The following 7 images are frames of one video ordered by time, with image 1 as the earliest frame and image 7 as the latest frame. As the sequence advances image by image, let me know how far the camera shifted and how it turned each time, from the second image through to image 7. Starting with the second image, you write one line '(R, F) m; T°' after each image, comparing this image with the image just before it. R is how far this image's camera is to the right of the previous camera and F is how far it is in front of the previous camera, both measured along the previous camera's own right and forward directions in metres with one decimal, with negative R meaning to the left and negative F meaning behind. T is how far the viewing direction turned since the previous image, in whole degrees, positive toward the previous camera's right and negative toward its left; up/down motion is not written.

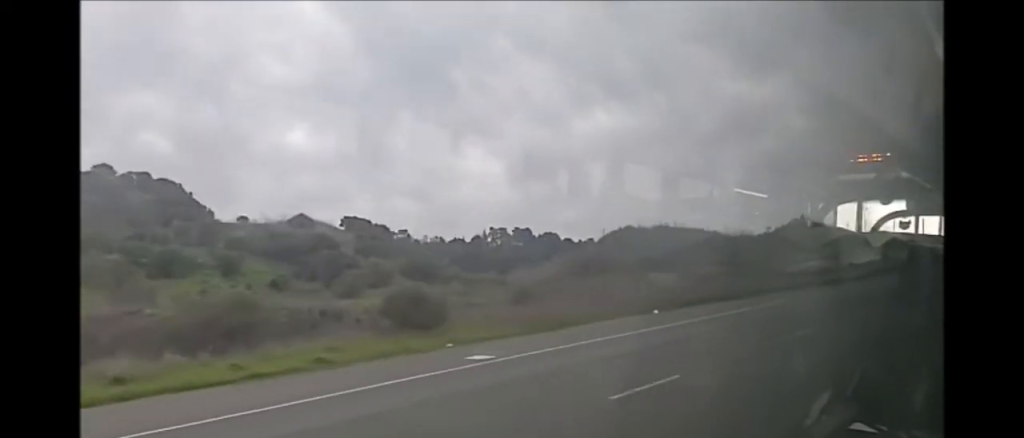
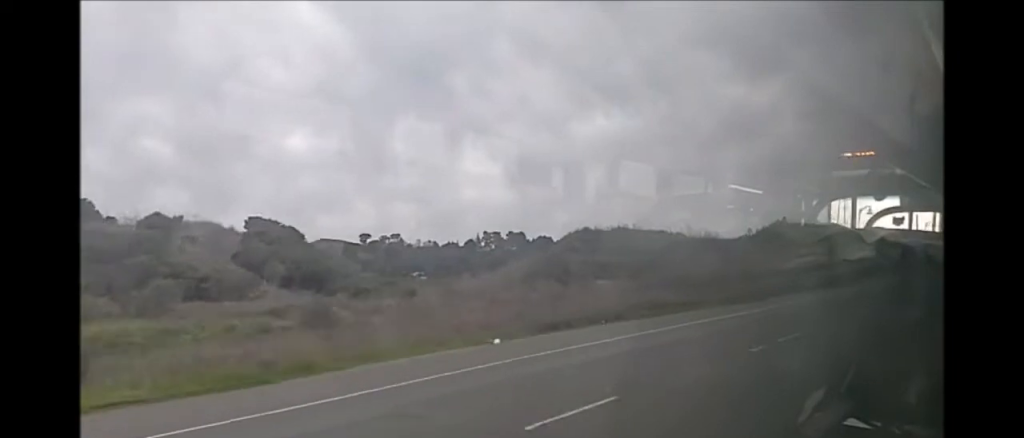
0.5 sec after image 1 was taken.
(+0.5, +9.2) m; +1°
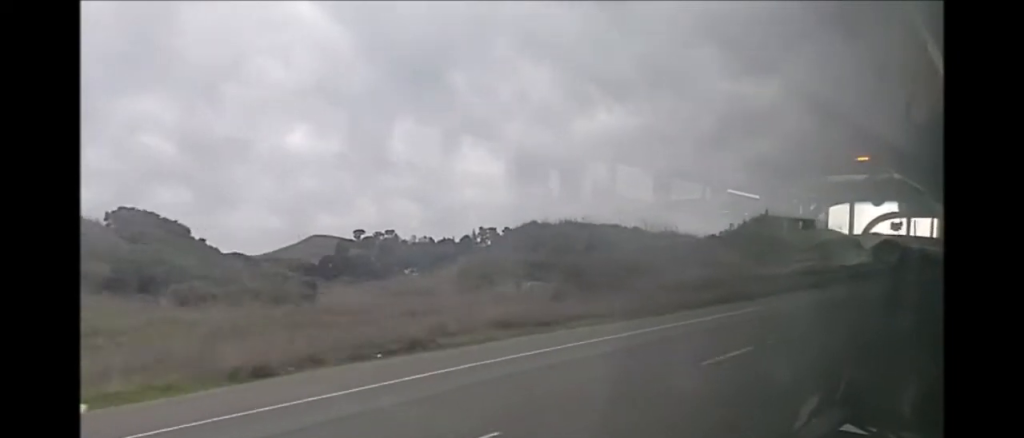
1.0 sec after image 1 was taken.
(+0.2, +9.8) m; 0°
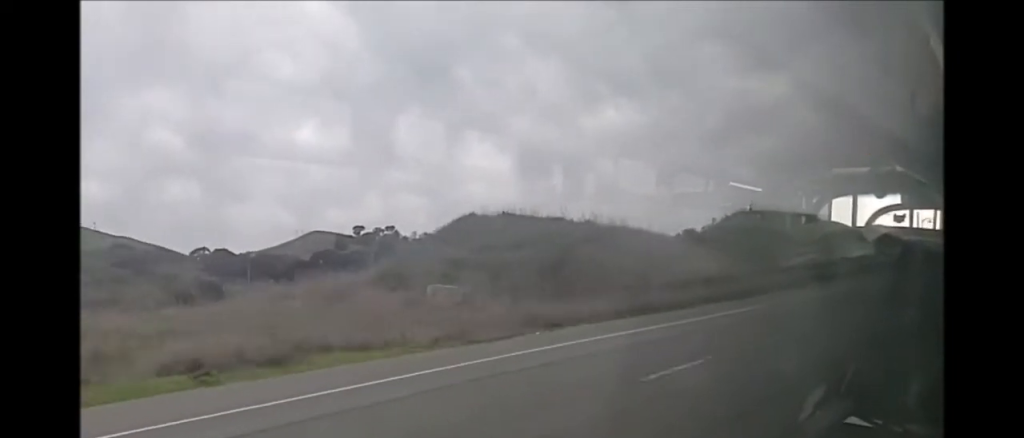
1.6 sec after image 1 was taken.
(-0.2, +9.9) m; -2°
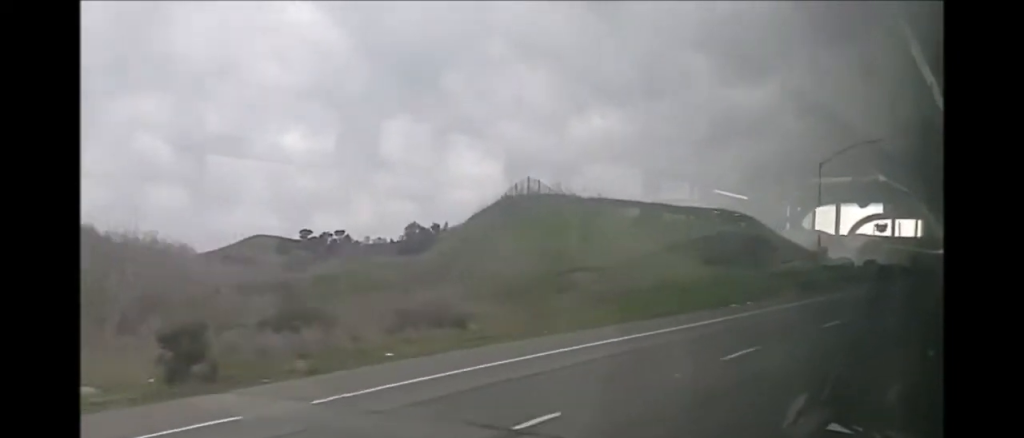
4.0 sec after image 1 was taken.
(-0.6, +44.7) m; -1°
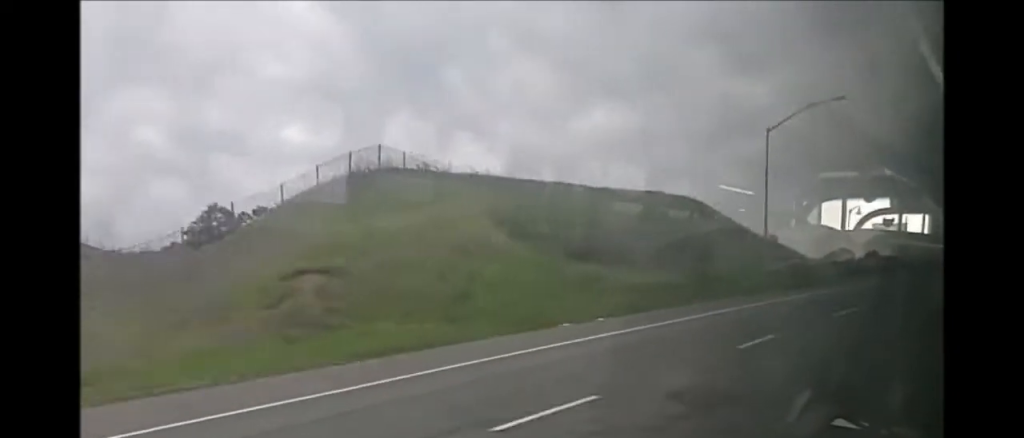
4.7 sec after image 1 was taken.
(-0.4, +14.3) m; -1°
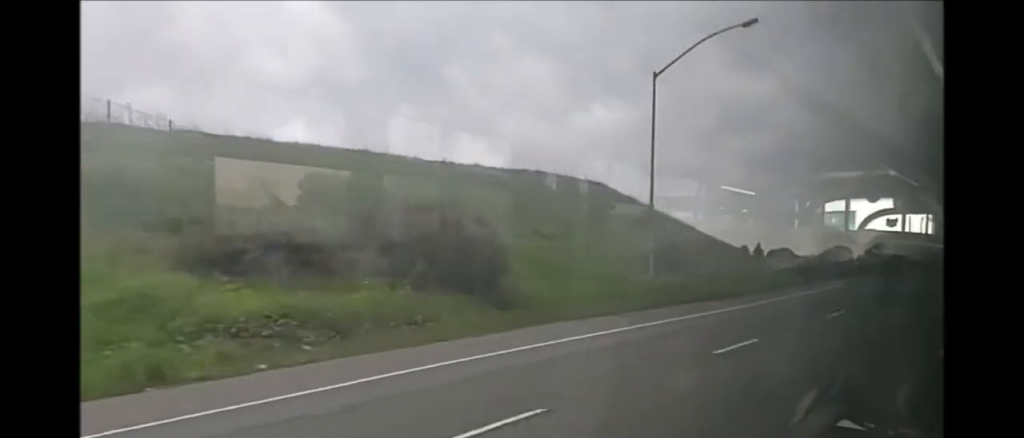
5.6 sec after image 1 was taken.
(-0.1, +16.3) m; +1°
